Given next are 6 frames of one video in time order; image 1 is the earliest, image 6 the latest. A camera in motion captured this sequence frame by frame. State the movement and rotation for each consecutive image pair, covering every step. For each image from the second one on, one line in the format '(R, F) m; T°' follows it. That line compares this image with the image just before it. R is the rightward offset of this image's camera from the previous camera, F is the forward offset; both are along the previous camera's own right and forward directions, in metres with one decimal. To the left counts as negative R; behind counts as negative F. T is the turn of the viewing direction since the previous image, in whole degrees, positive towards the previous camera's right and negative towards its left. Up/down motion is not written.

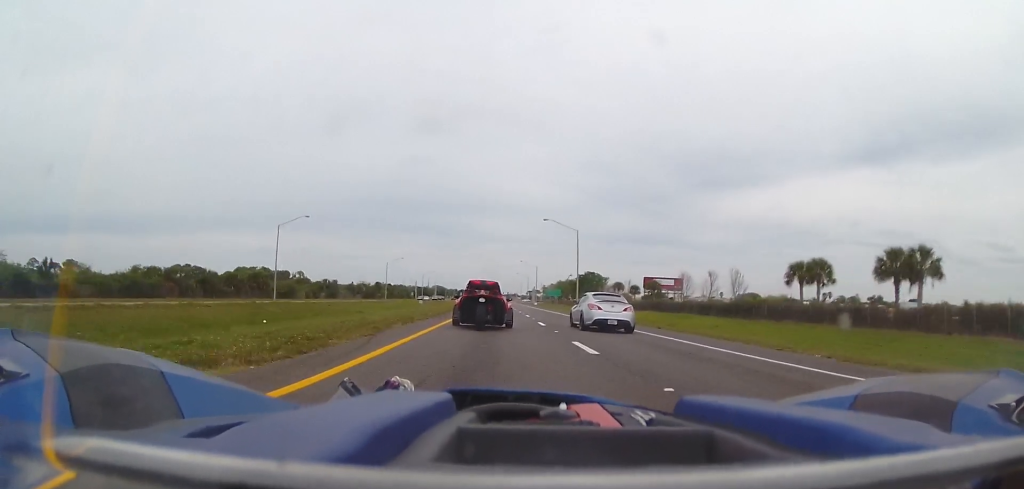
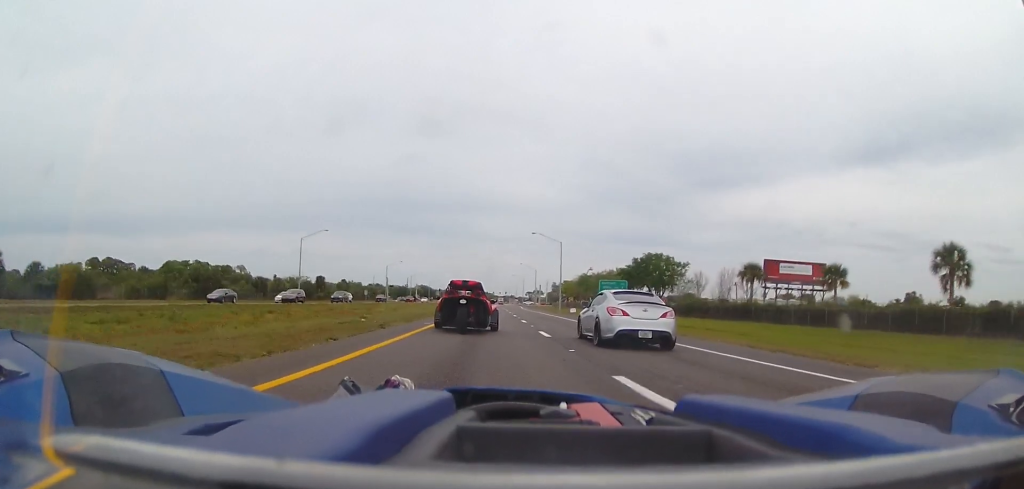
(0.0, +79.1) m; 0°
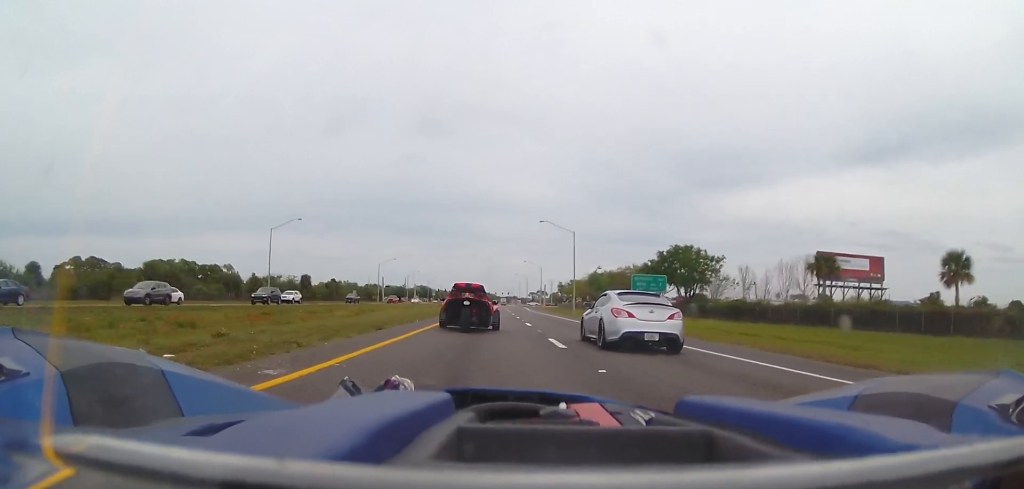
(0.0, +15.8) m; 0°
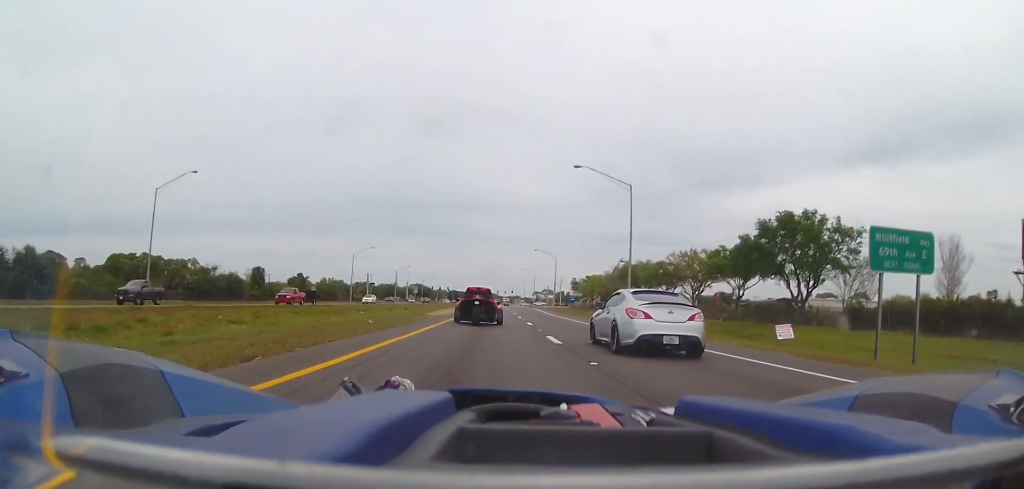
(+0.7, +35.3) m; 0°
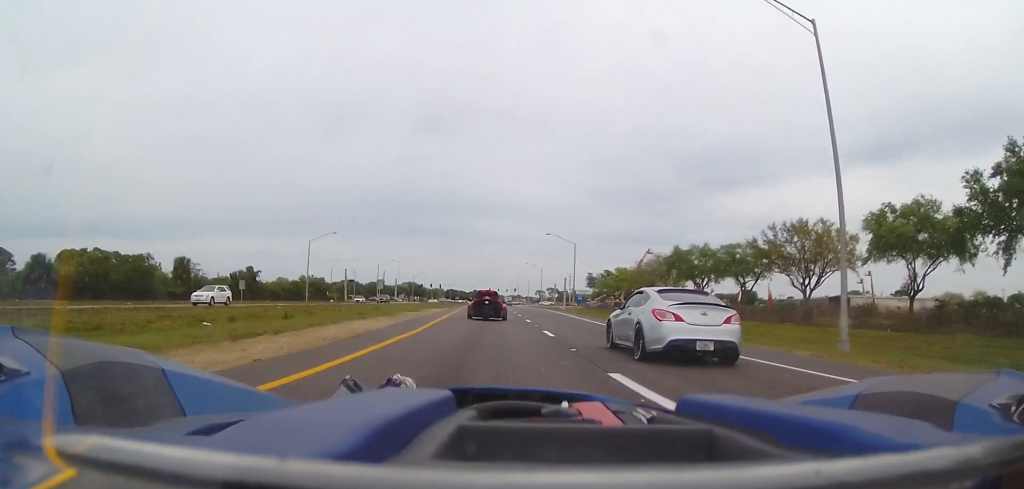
(-0.4, +33.7) m; +1°
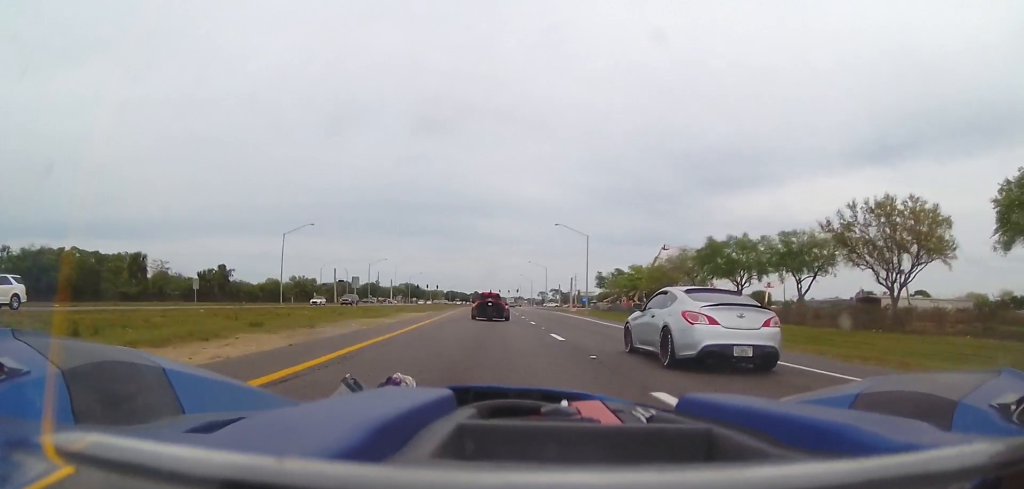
(+0.3, +13.4) m; 0°
